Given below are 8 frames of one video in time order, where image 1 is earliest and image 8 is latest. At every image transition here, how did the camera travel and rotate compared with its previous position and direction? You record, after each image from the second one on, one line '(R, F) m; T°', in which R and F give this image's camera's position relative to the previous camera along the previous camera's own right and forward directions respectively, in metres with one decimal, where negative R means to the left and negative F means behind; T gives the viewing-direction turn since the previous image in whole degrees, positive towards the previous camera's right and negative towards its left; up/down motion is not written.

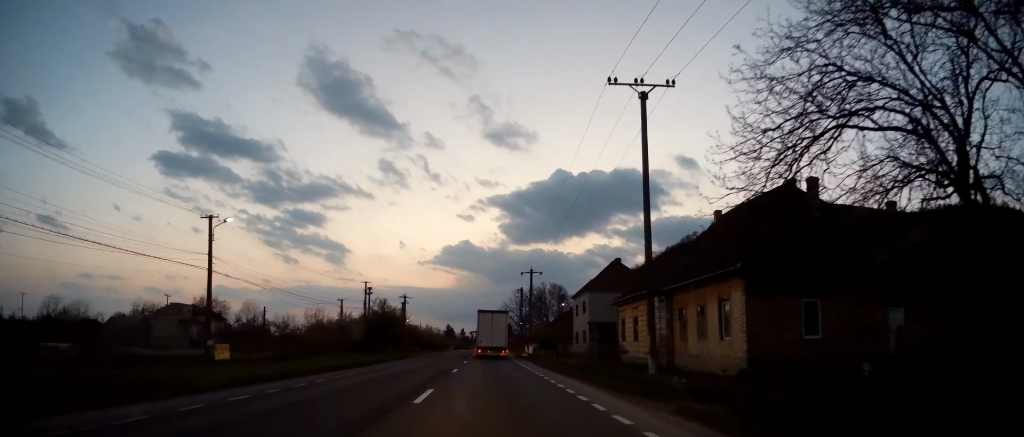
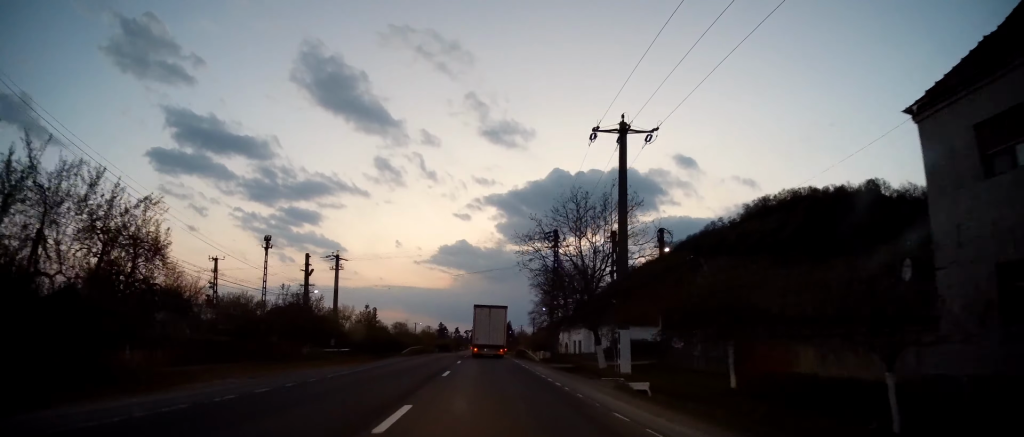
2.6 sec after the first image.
(-0.4, +52.2) m; +1°
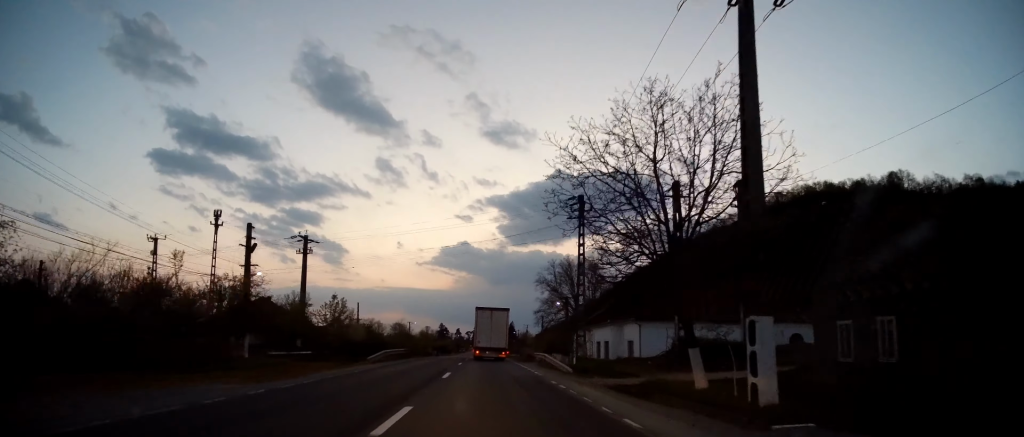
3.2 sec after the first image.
(+0.4, +12.4) m; 0°
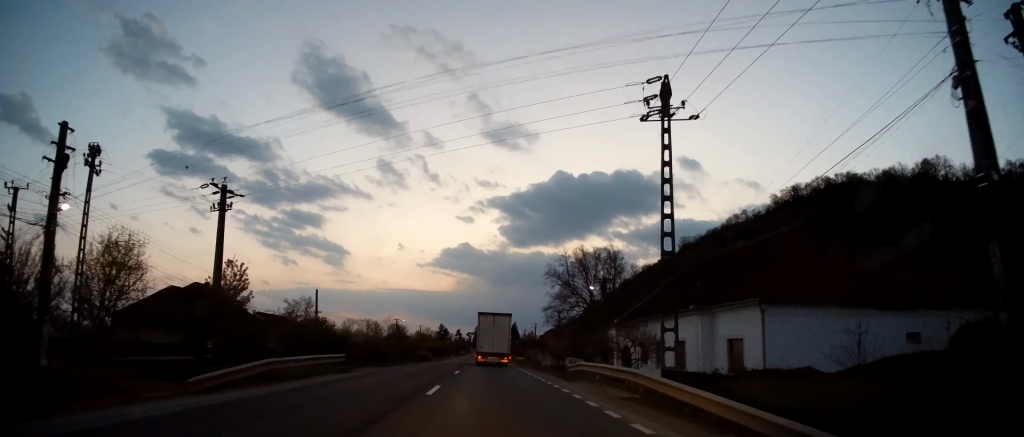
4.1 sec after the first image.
(-0.1, +18.0) m; 0°
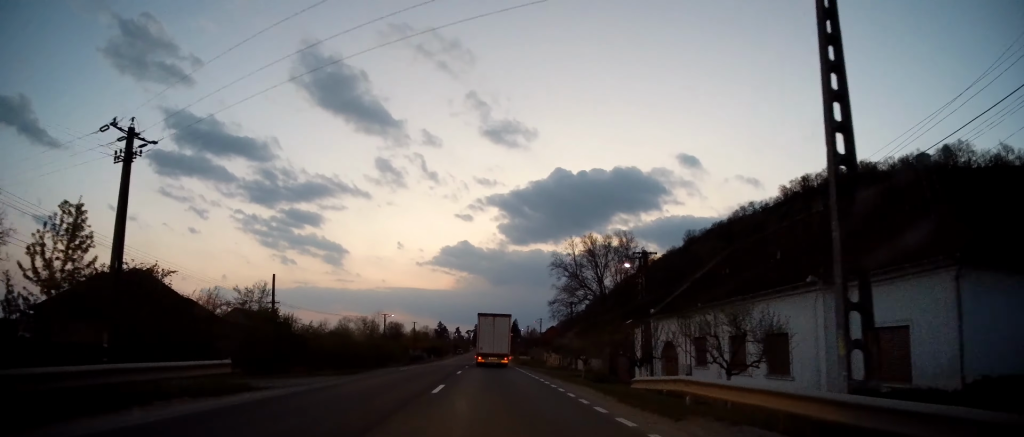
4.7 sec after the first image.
(-0.5, +10.8) m; 0°
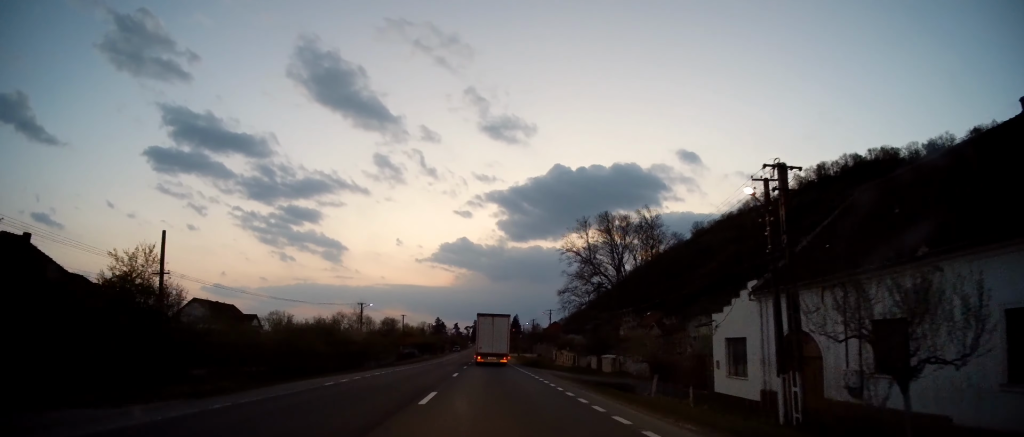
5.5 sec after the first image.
(+0.9, +15.2) m; 0°
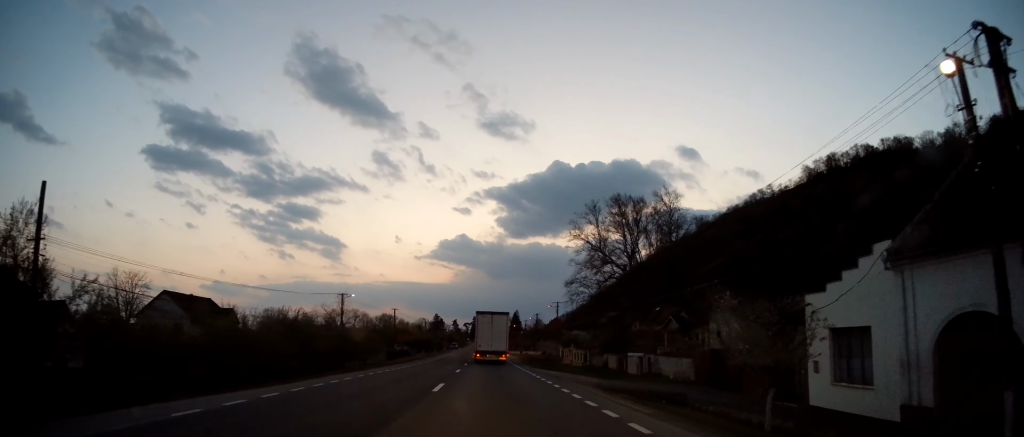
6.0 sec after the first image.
(-0.1, +8.9) m; 0°
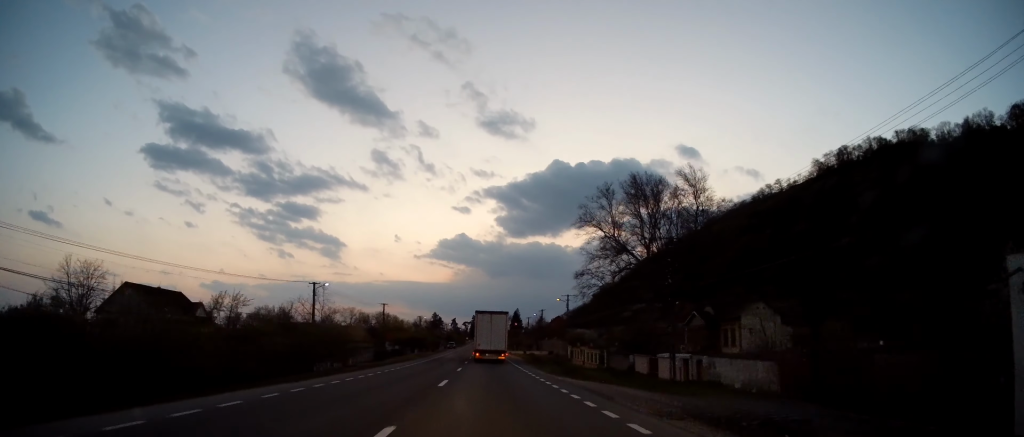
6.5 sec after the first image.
(-0.5, +9.5) m; 0°
